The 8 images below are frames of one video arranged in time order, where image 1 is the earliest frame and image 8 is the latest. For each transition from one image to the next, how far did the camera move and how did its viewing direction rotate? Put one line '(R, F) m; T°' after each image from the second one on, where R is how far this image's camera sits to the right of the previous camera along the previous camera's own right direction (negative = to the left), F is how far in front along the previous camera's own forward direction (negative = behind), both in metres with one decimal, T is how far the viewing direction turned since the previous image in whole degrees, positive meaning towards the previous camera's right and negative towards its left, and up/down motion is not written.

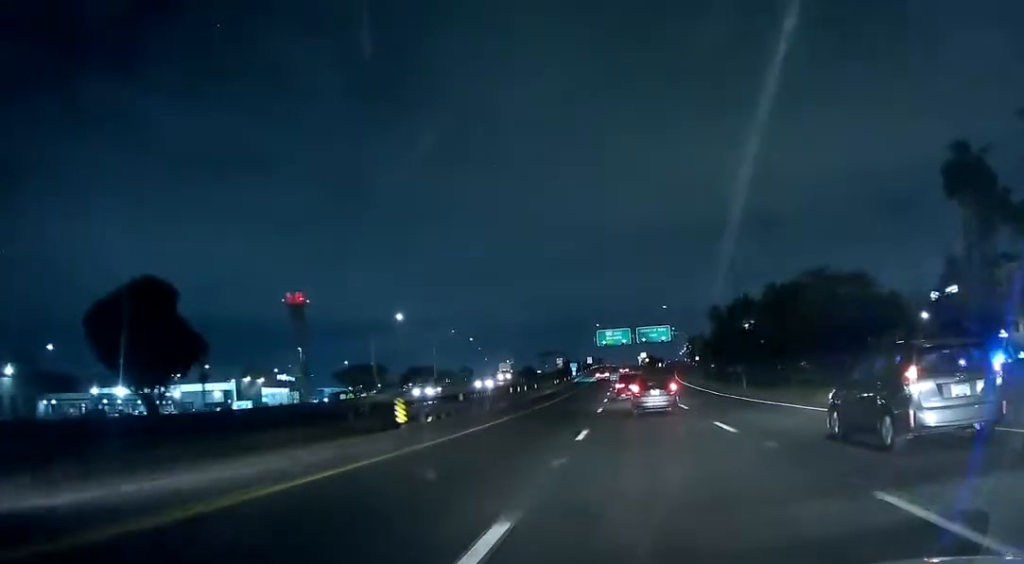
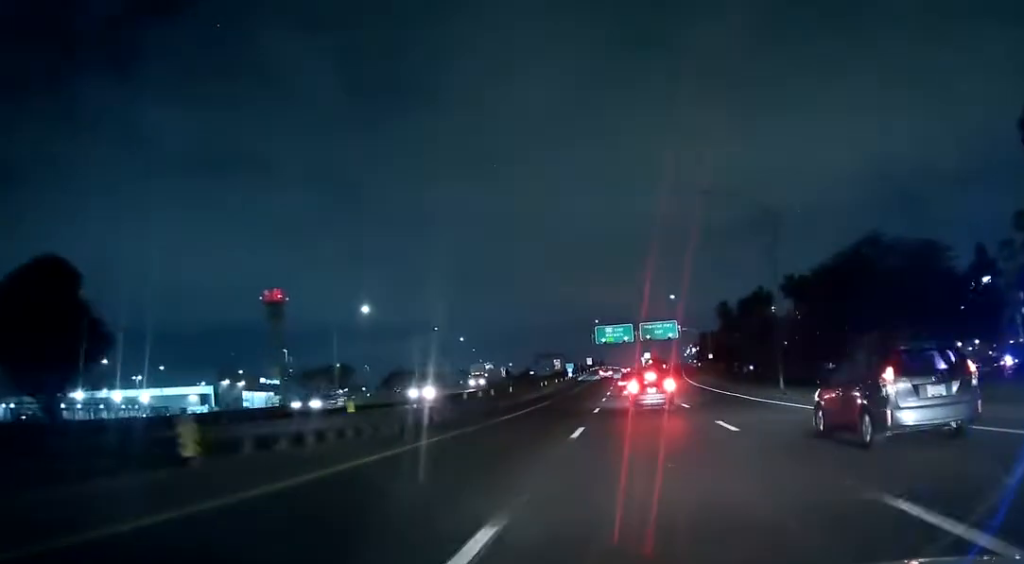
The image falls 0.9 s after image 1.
(+0.2, +14.7) m; 0°
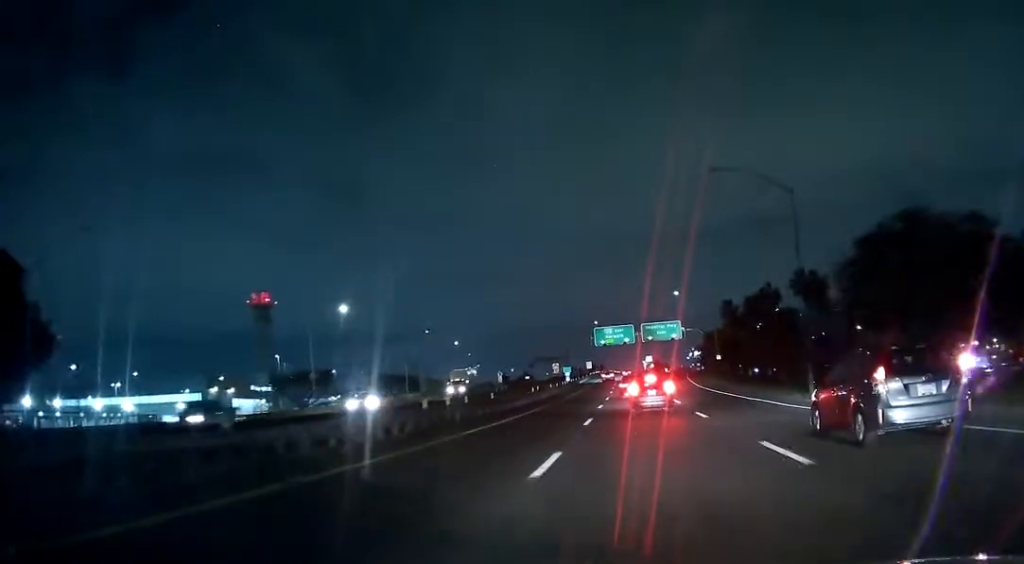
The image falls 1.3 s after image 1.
(0.0, +7.2) m; 0°
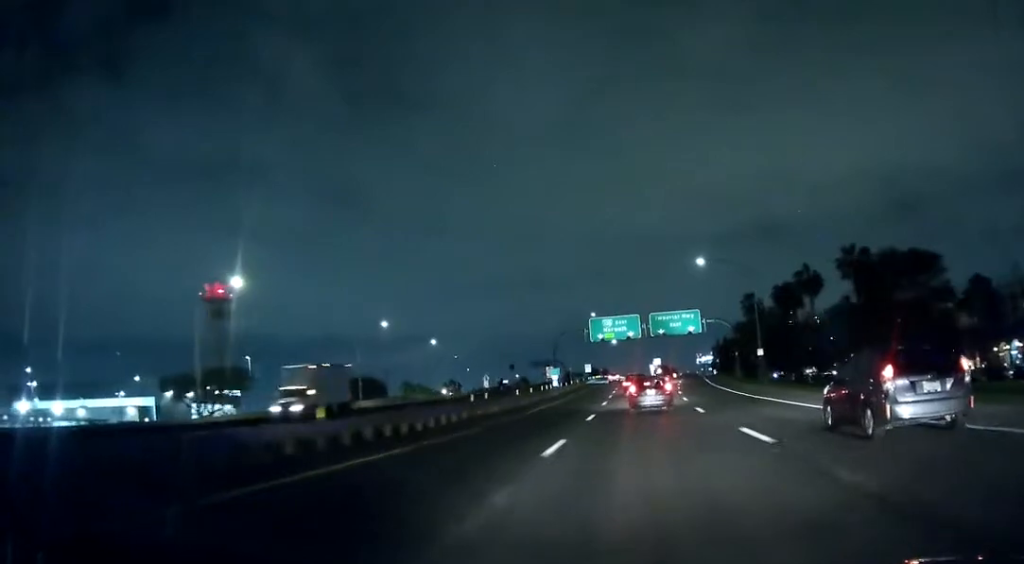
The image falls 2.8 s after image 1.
(+0.2, +25.3) m; 0°
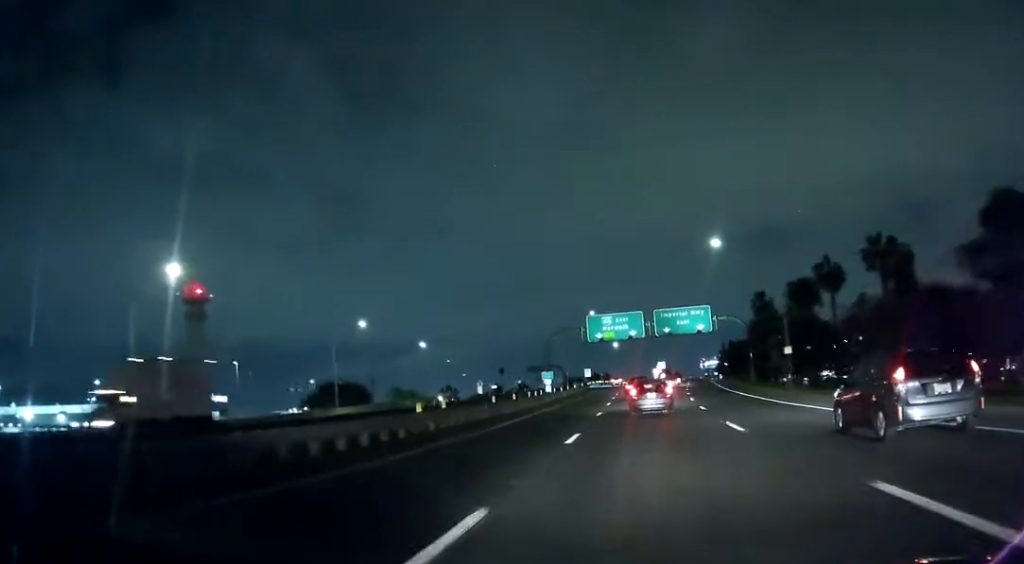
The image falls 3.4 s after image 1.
(-0.1, +10.3) m; 0°
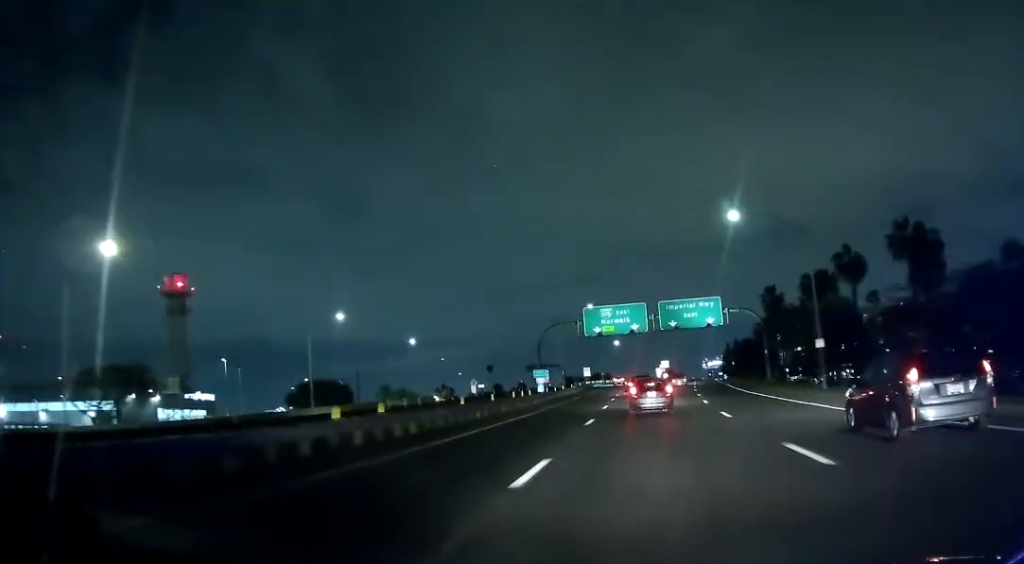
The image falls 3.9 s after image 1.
(-0.1, +8.0) m; 0°
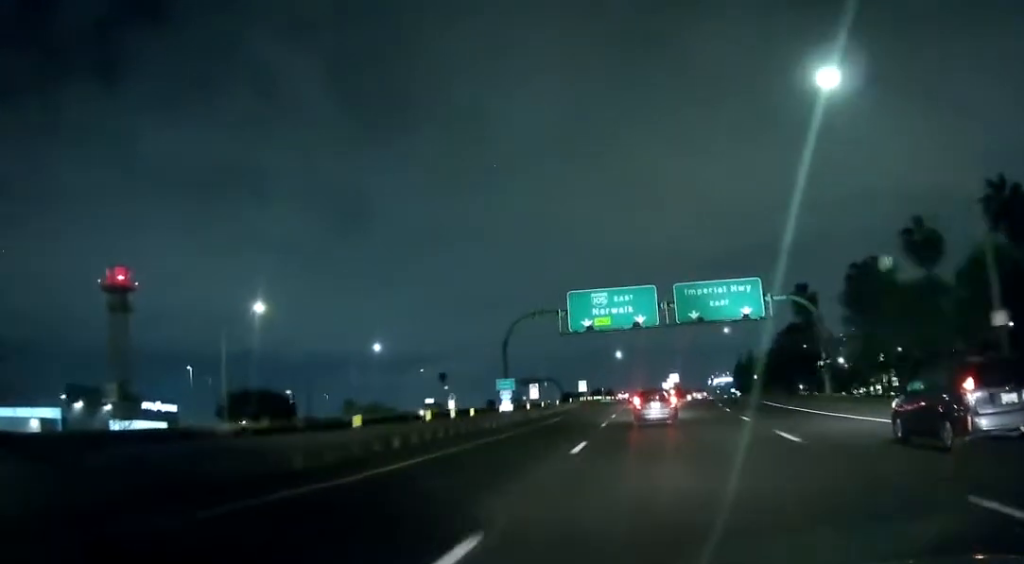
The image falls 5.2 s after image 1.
(0.0, +22.2) m; 0°
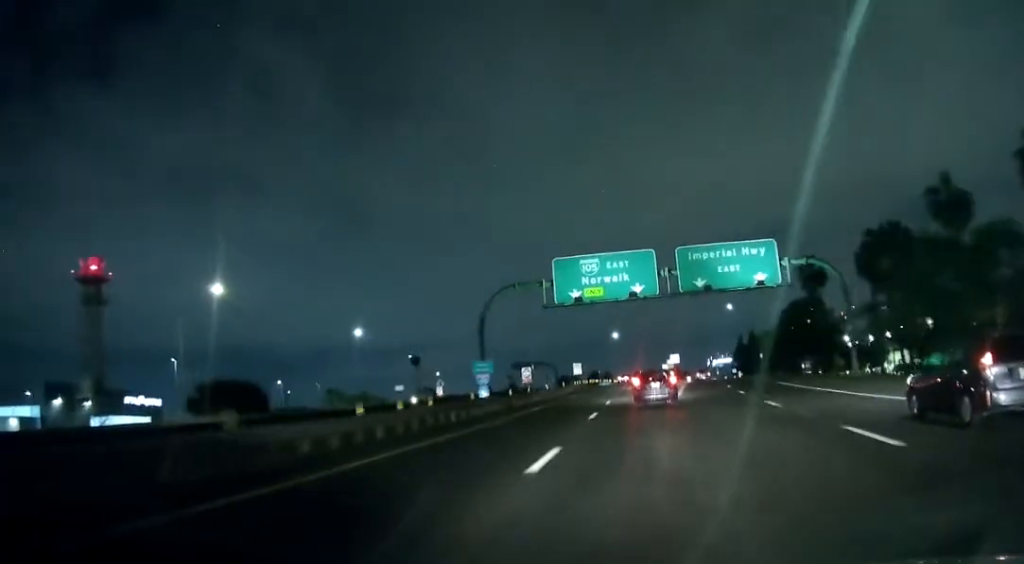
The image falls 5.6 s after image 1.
(0.0, +7.1) m; 0°
